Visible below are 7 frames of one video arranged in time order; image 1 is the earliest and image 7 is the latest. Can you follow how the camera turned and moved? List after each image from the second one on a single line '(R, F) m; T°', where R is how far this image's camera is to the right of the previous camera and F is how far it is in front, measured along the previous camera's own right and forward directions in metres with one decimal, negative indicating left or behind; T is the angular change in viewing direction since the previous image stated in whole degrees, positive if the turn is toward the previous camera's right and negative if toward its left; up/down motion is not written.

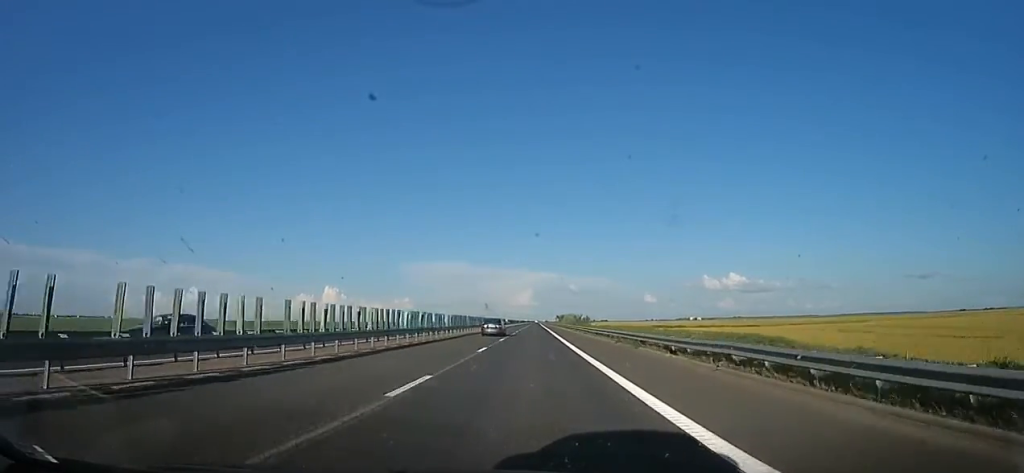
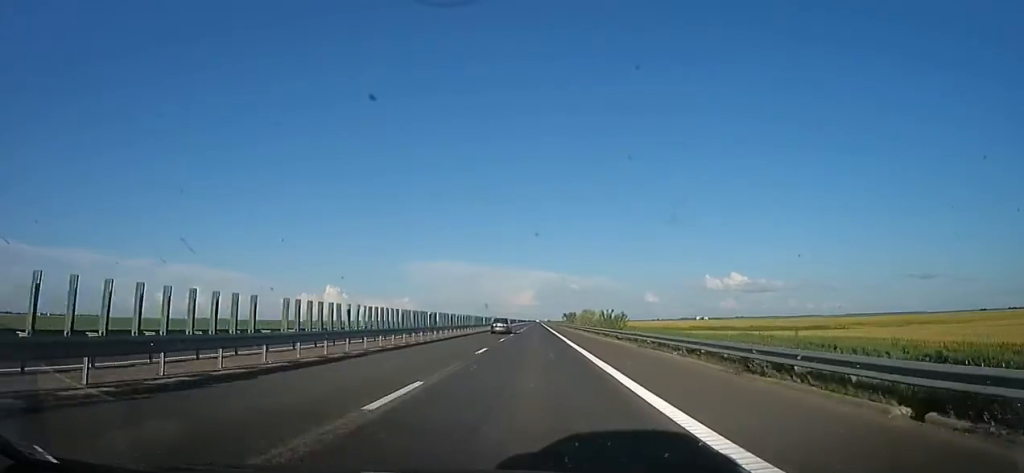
(+0.9, +37.0) m; +1°
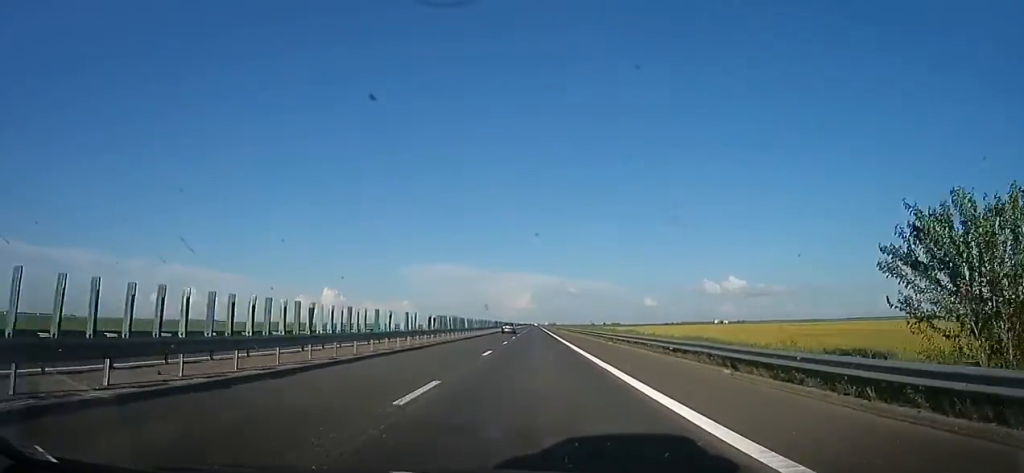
(-3.5, +131.8) m; -1°
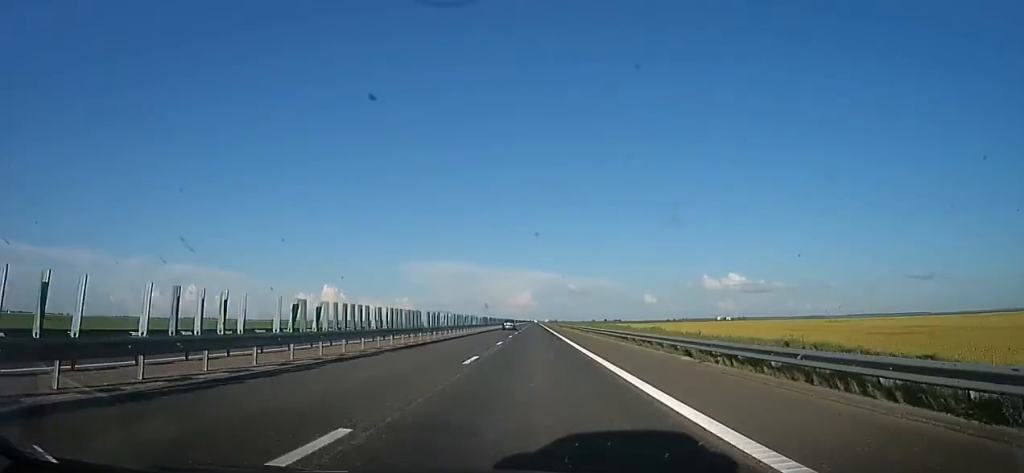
(+0.2, +17.1) m; -1°
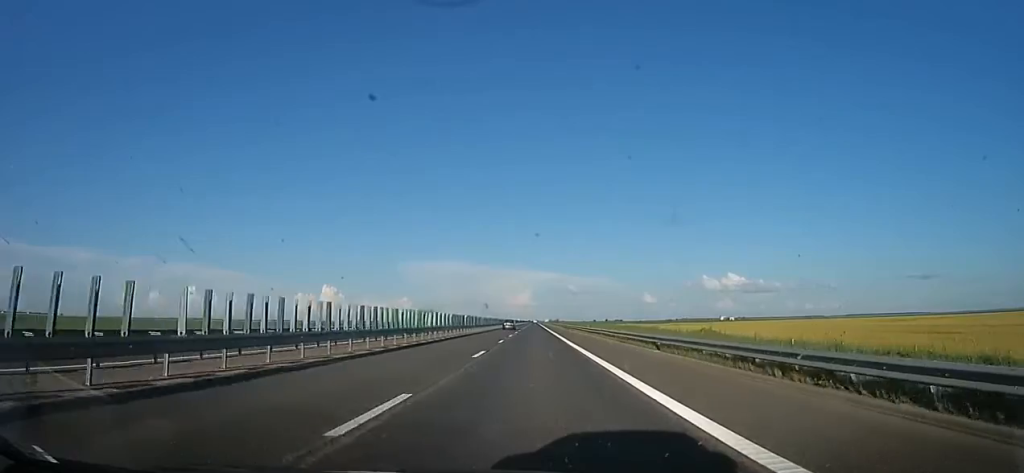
(-0.3, +21.1) m; -1°
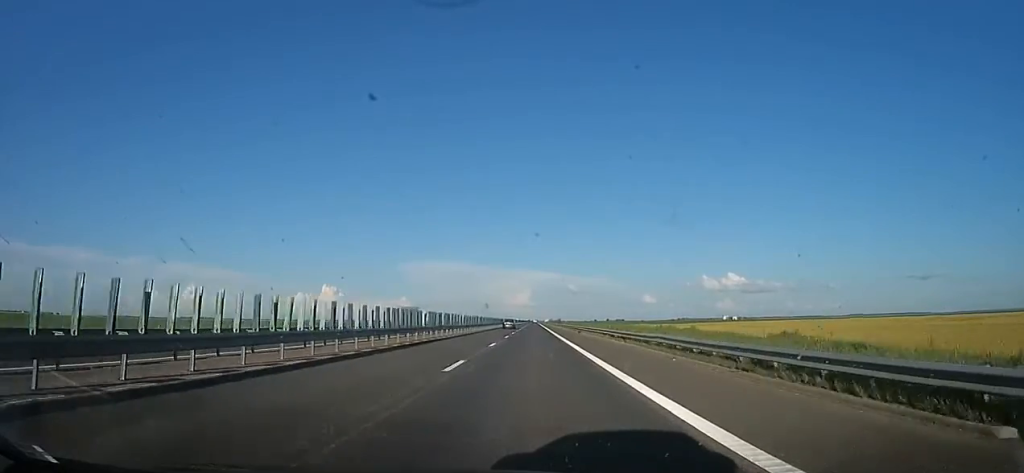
(-0.7, +16.9) m; 0°
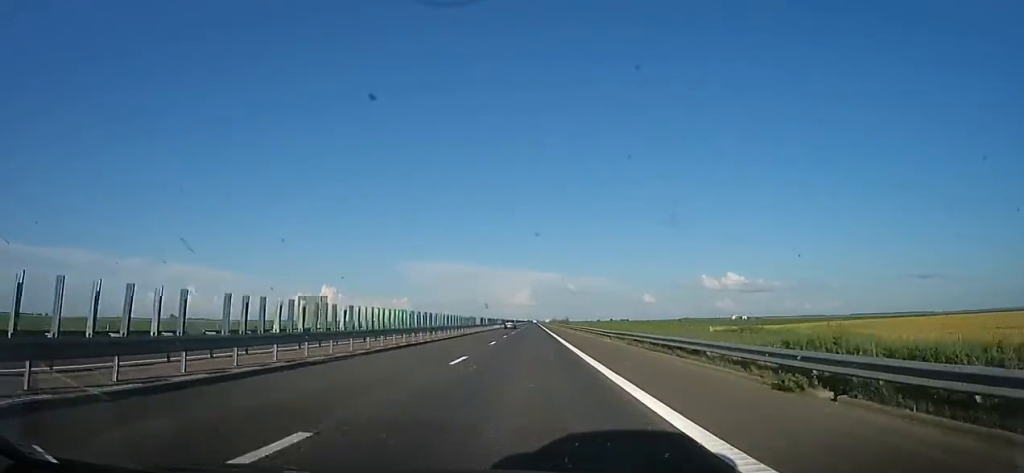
(+1.1, +45.8) m; +2°
